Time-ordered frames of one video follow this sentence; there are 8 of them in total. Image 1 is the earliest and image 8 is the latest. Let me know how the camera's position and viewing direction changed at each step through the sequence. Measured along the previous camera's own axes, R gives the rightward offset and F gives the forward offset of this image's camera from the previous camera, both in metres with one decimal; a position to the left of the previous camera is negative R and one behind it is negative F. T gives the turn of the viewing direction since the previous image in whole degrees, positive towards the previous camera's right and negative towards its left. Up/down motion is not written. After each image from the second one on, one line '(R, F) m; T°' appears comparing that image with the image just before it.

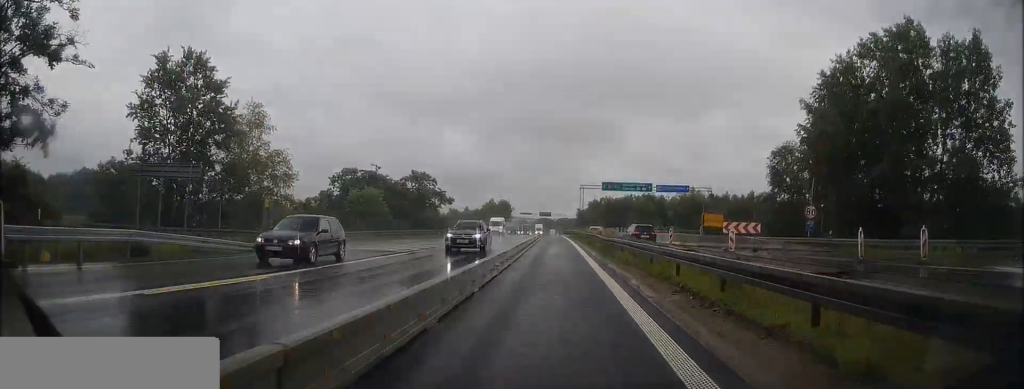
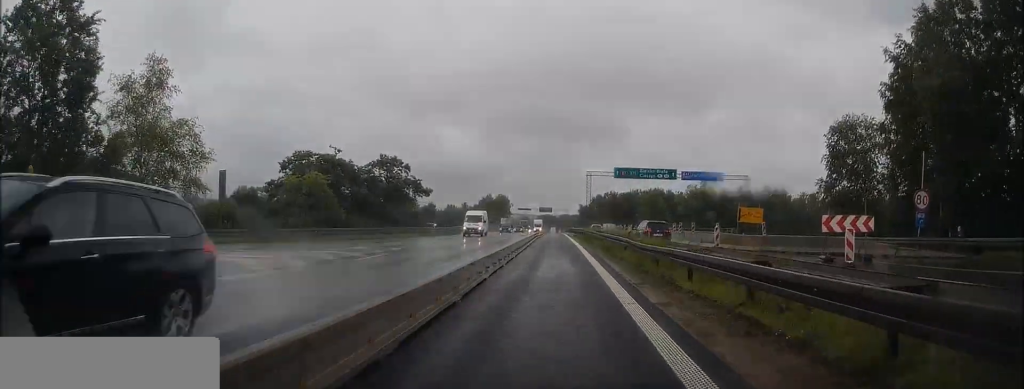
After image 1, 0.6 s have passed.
(0.0, +13.9) m; -1°
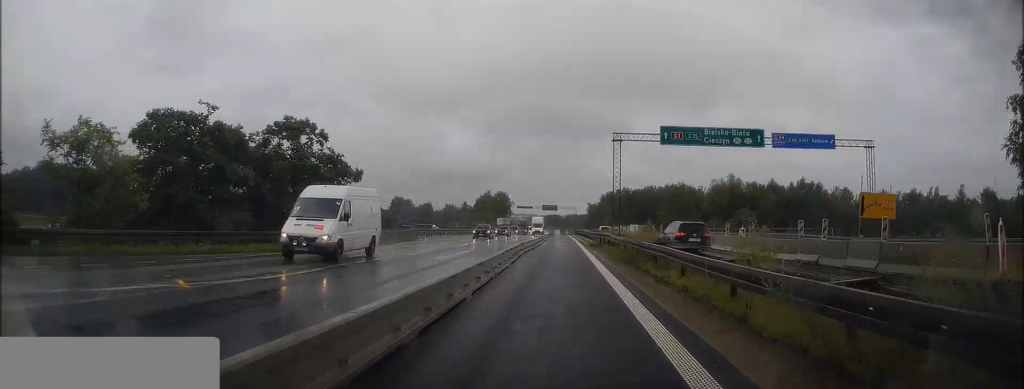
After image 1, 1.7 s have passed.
(-0.2, +23.3) m; 0°
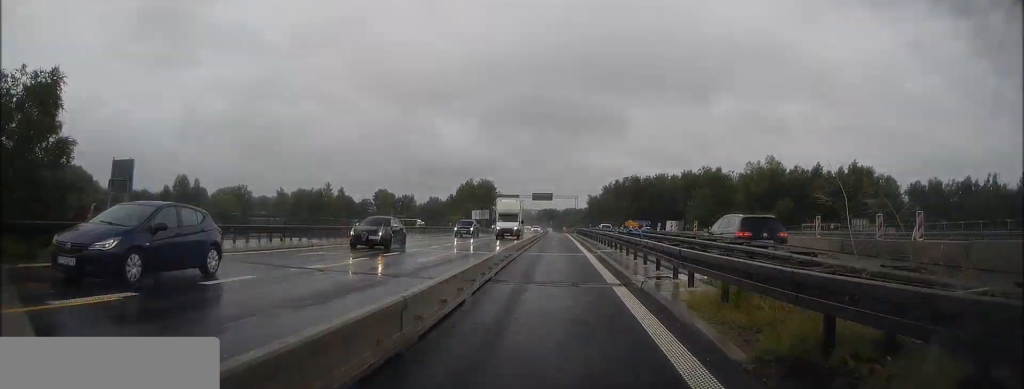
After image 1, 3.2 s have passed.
(0.0, +32.6) m; 0°
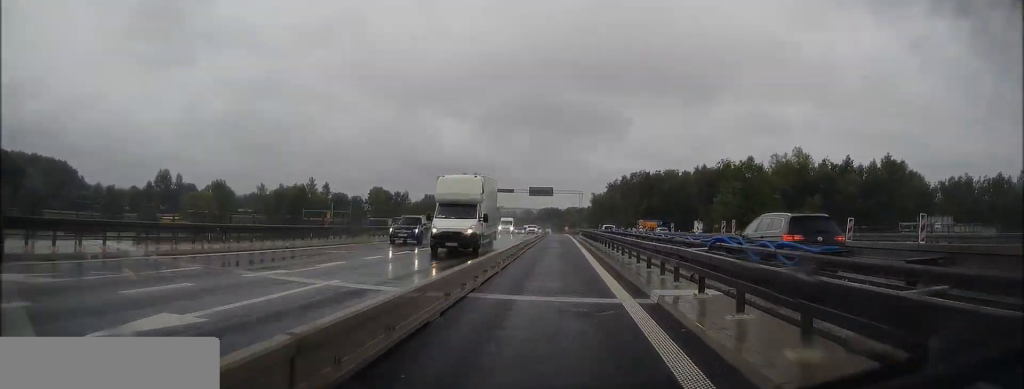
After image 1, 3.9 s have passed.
(-0.1, +14.3) m; 0°
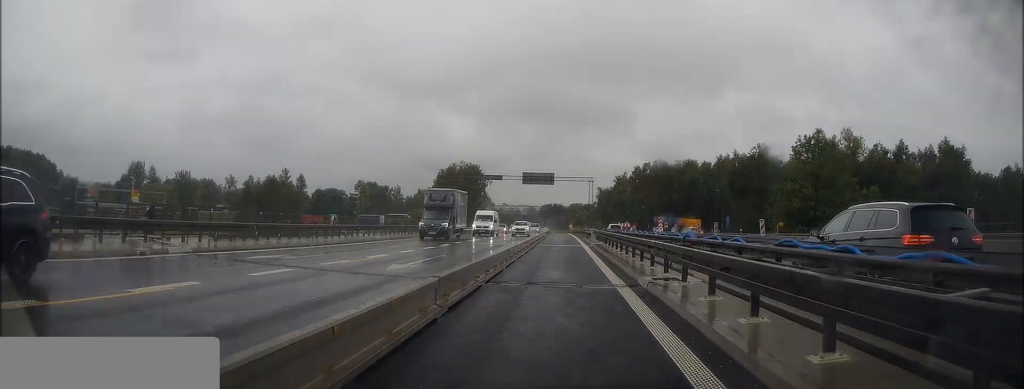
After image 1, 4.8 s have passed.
(+0.1, +19.9) m; 0°
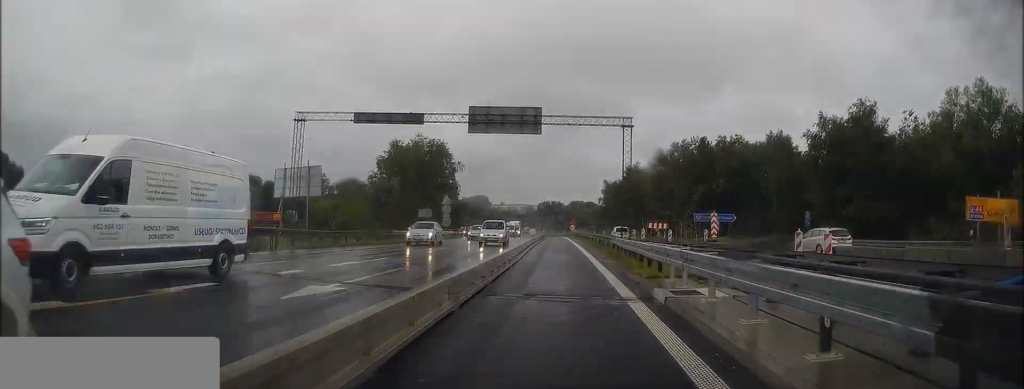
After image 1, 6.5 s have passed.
(-0.2, +35.4) m; 0°
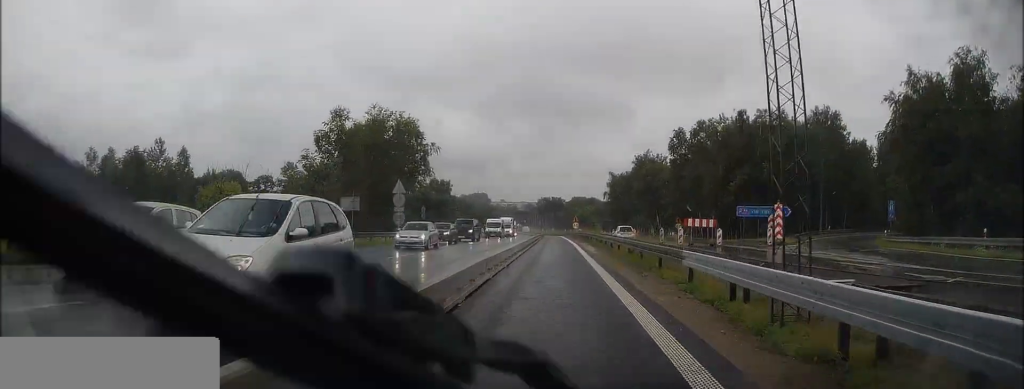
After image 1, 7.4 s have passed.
(+0.1, +19.1) m; 0°
